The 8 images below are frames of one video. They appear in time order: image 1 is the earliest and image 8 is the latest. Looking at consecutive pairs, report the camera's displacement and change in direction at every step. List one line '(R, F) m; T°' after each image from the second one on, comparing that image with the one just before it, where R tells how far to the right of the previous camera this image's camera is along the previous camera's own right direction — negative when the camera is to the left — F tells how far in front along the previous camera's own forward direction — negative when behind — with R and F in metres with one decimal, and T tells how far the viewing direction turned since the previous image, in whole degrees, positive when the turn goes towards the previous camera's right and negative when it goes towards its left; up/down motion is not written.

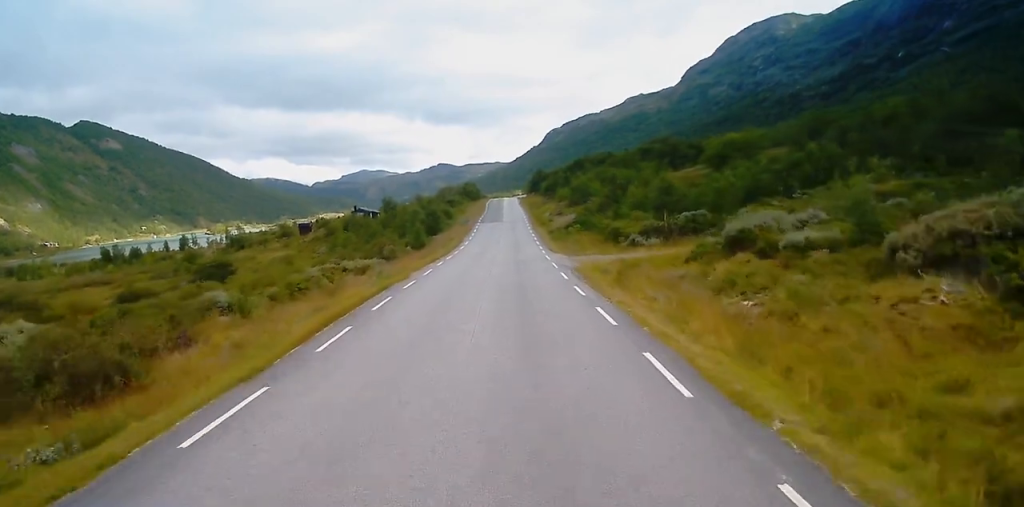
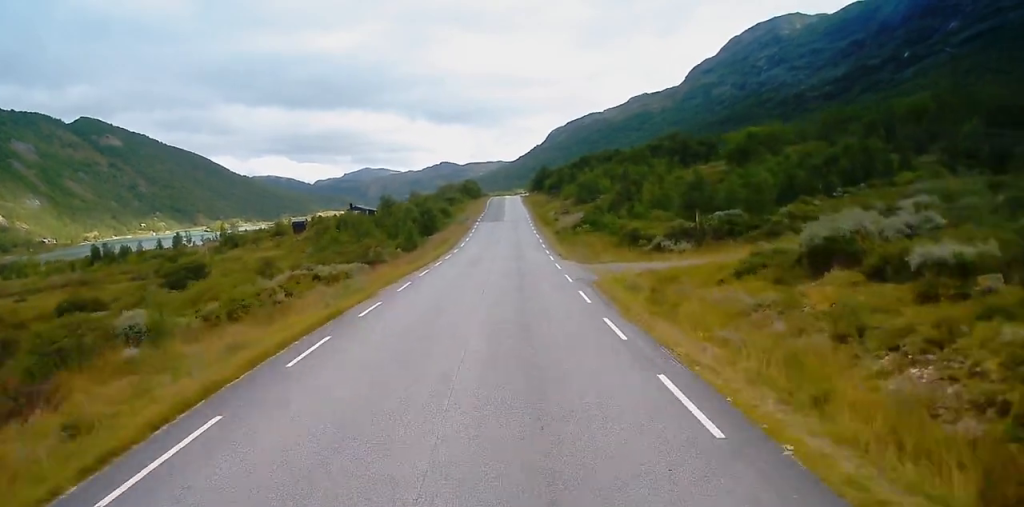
(-0.2, +7.9) m; 0°
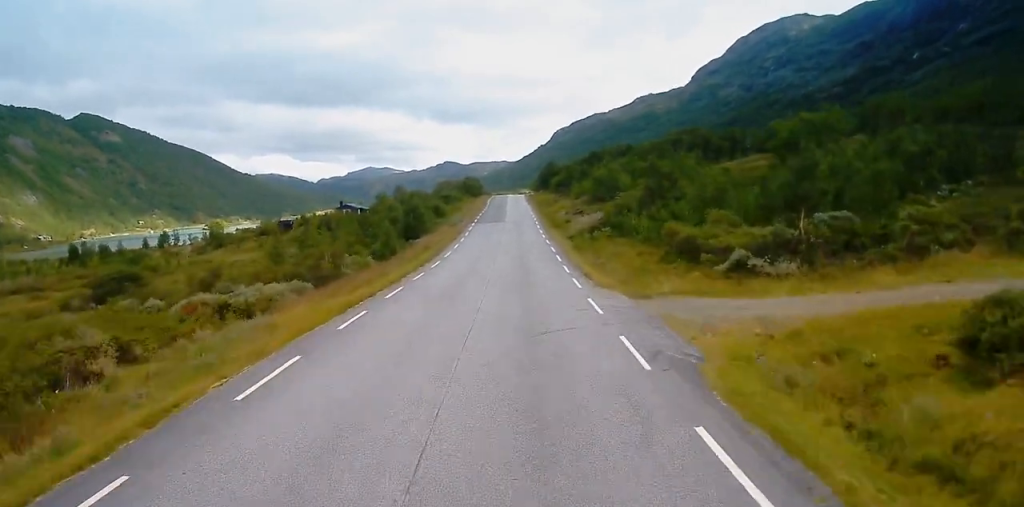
(+0.3, +14.4) m; 0°
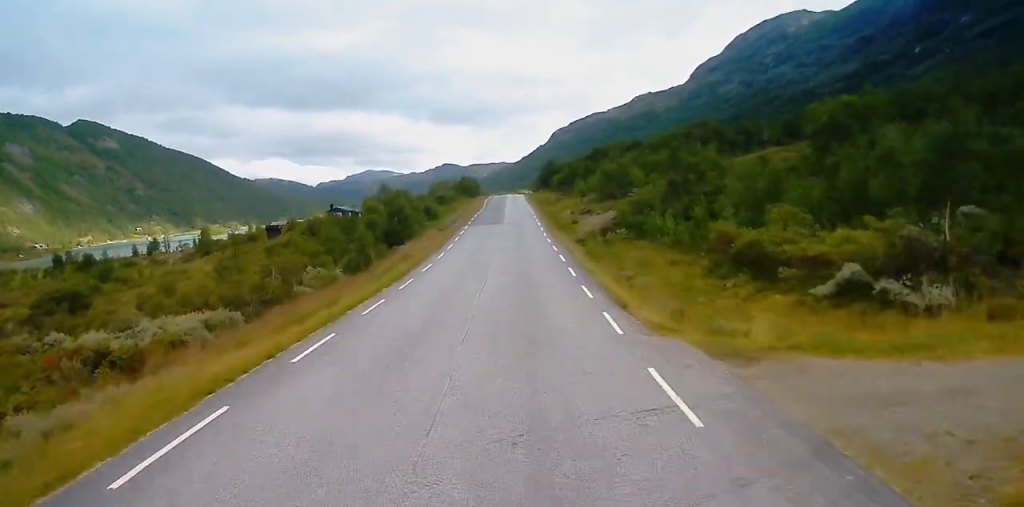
(-0.1, +9.3) m; 0°
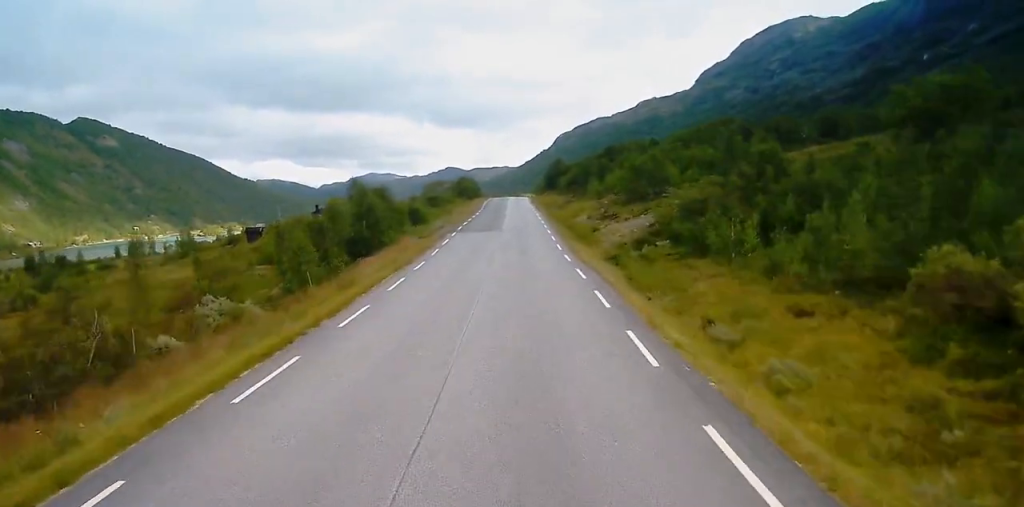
(+0.1, +14.7) m; 0°
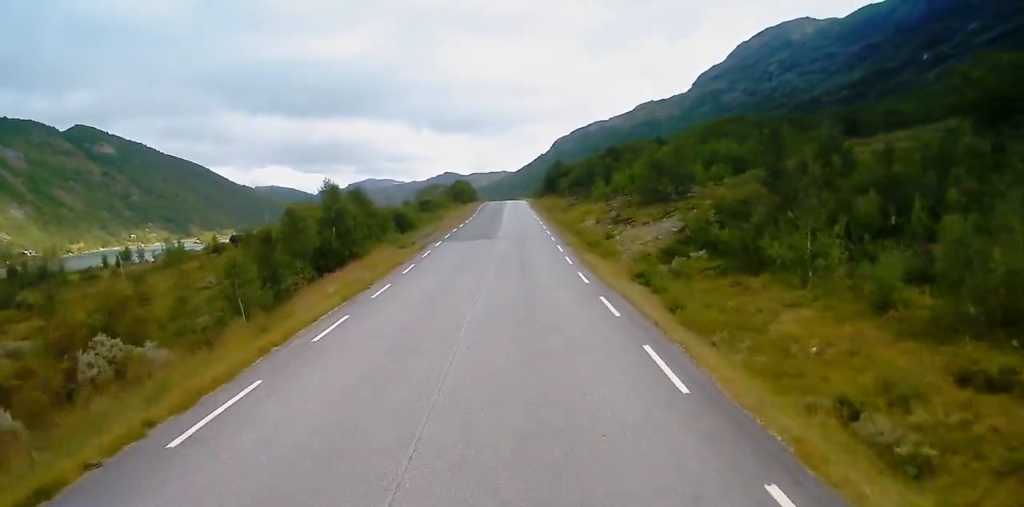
(+0.2, +7.9) m; 0°
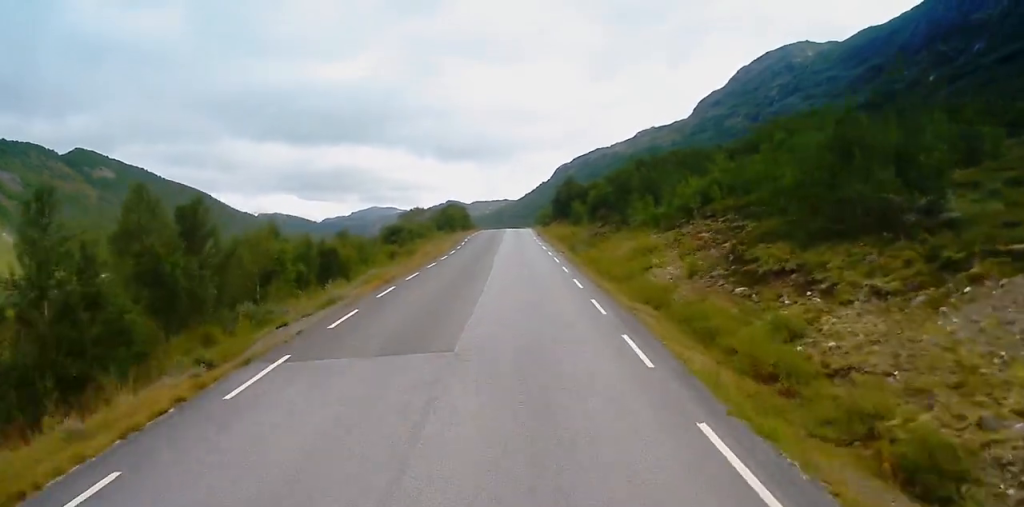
(-0.8, +27.9) m; -2°
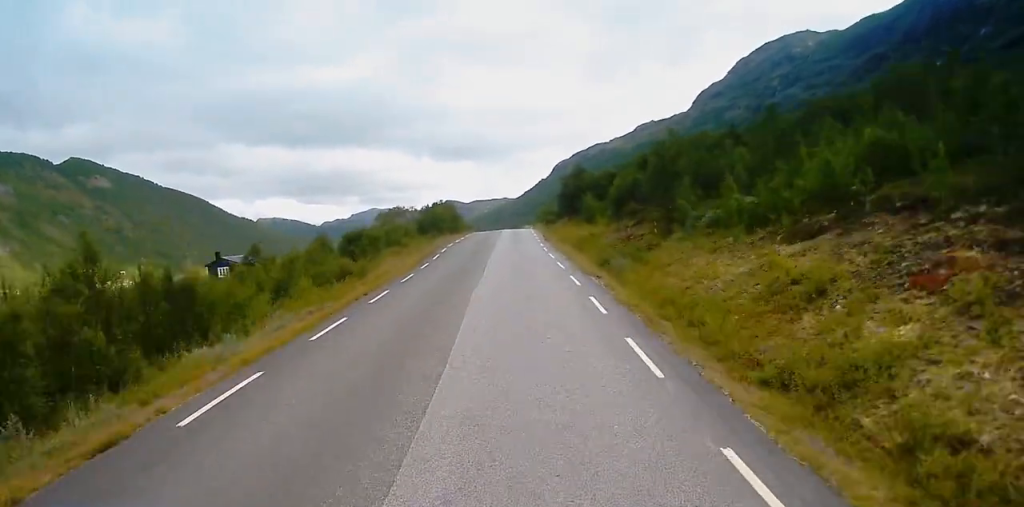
(0.0, +19.2) m; 0°
